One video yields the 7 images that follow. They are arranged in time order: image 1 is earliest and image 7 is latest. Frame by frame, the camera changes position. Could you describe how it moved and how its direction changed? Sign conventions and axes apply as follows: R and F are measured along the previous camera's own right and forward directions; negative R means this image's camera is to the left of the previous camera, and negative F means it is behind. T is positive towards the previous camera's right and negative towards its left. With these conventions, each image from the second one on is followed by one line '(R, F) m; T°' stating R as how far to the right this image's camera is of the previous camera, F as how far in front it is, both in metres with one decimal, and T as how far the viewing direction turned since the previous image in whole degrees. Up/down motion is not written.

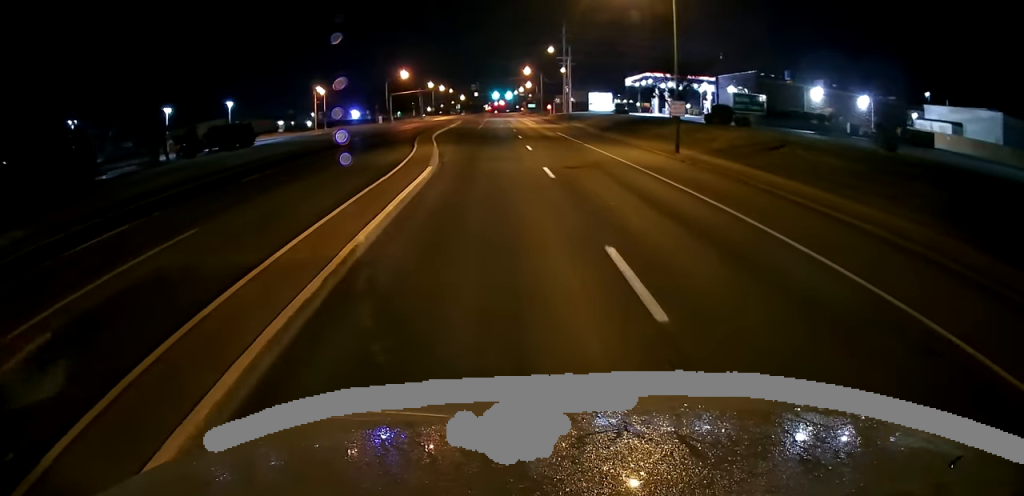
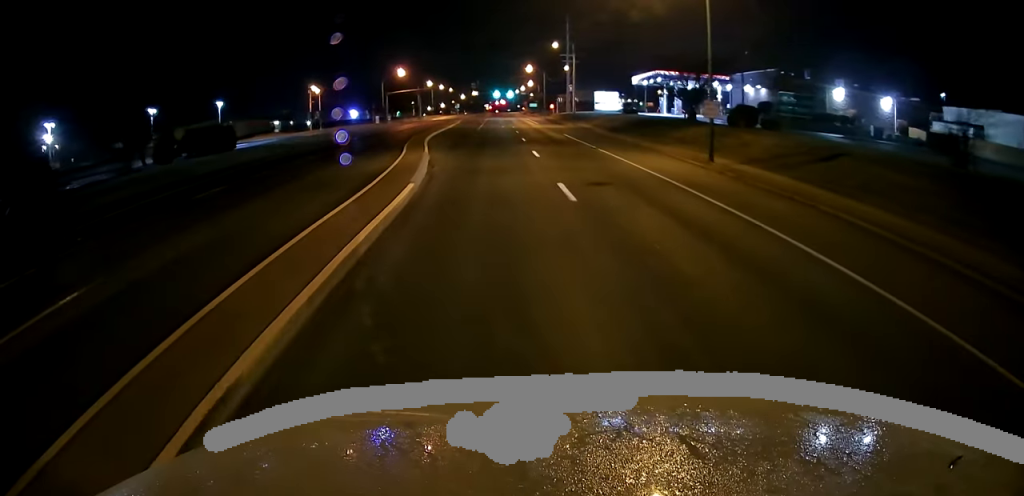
(0.0, +4.2) m; +1°
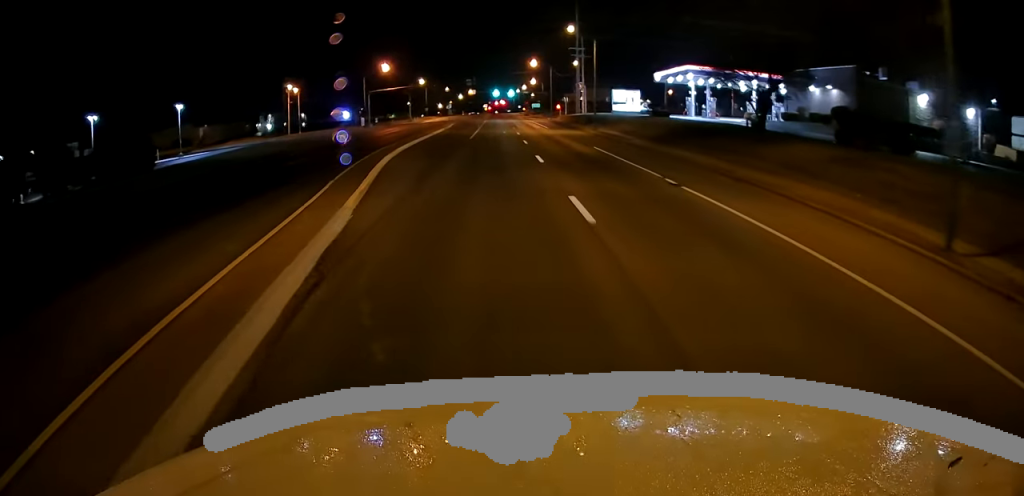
(+0.3, +12.6) m; +1°
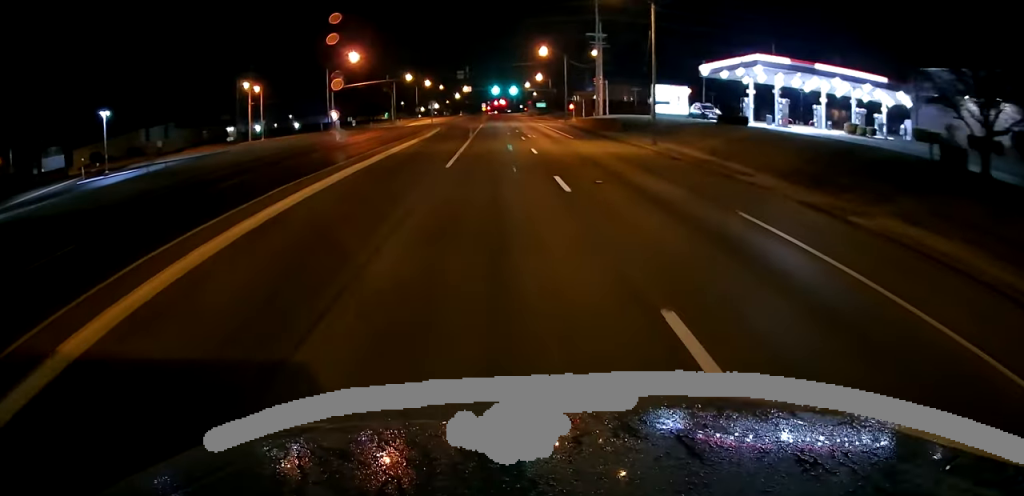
(0.0, +18.1) m; 0°
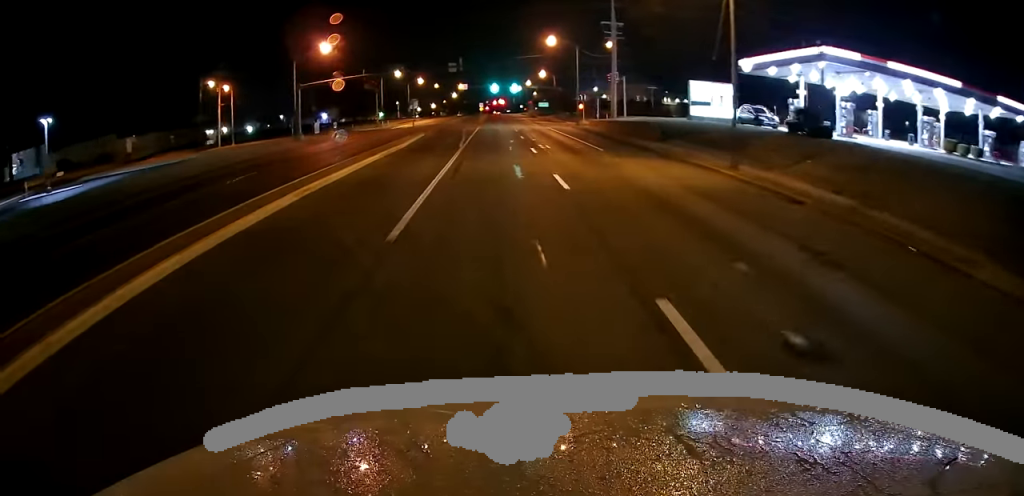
(0.0, +10.8) m; 0°
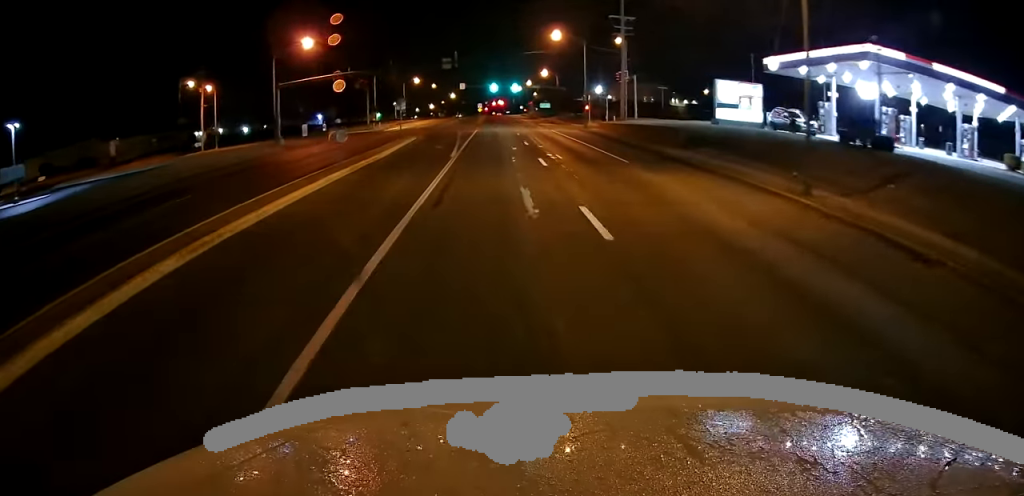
(0.0, +5.3) m; 0°
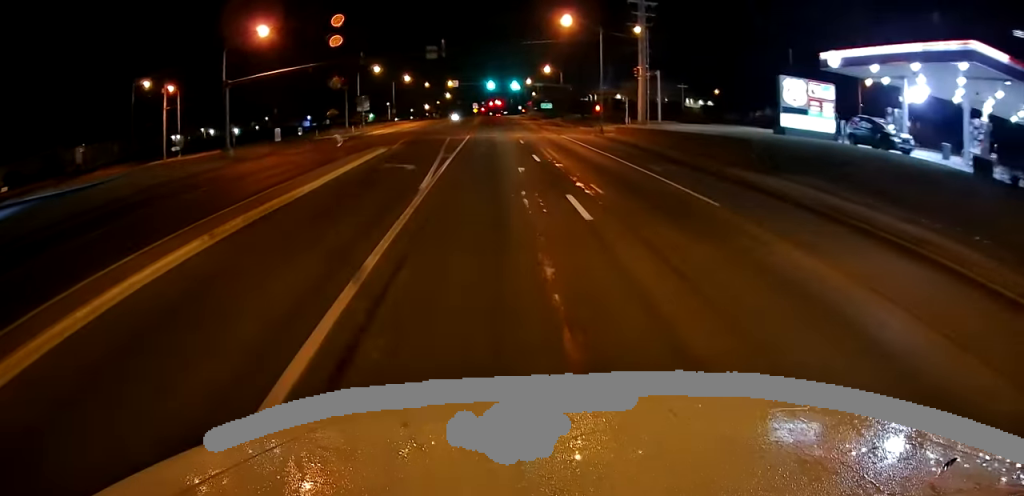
(0.0, +9.5) m; 0°
